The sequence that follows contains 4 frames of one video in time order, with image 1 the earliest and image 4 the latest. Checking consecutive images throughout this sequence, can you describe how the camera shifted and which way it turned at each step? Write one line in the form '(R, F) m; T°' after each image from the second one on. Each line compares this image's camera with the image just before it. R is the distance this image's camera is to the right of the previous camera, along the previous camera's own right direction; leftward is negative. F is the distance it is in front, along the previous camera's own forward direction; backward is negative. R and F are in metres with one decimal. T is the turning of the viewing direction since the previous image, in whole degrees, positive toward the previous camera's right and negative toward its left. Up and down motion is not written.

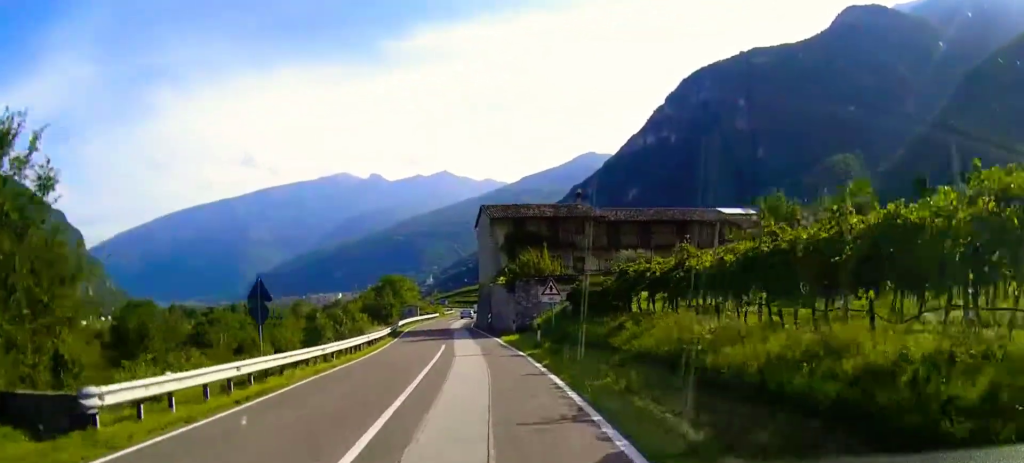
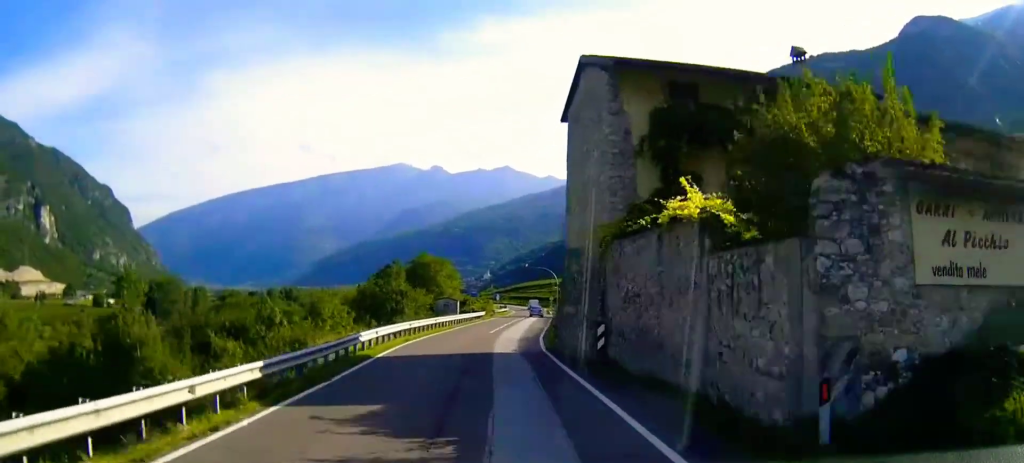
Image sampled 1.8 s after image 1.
(-1.1, +38.5) m; -3°
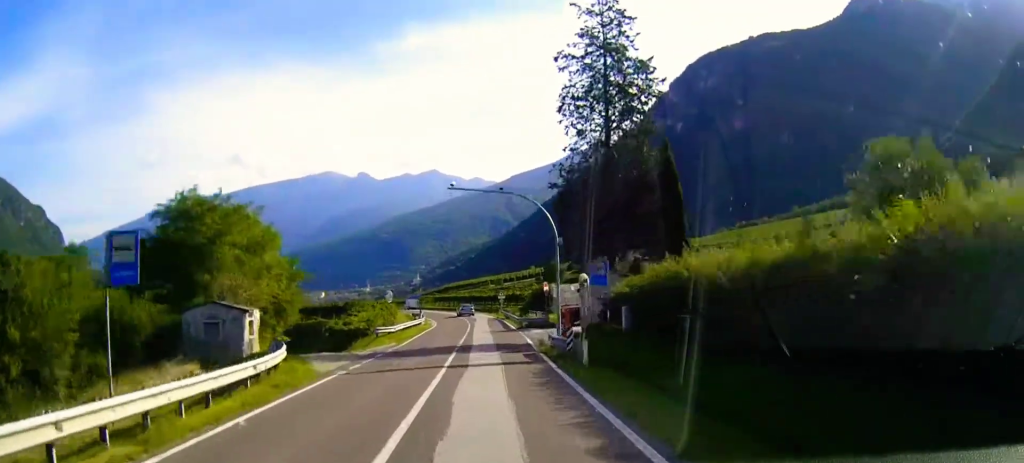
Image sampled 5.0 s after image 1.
(+2.0, +65.7) m; +4°
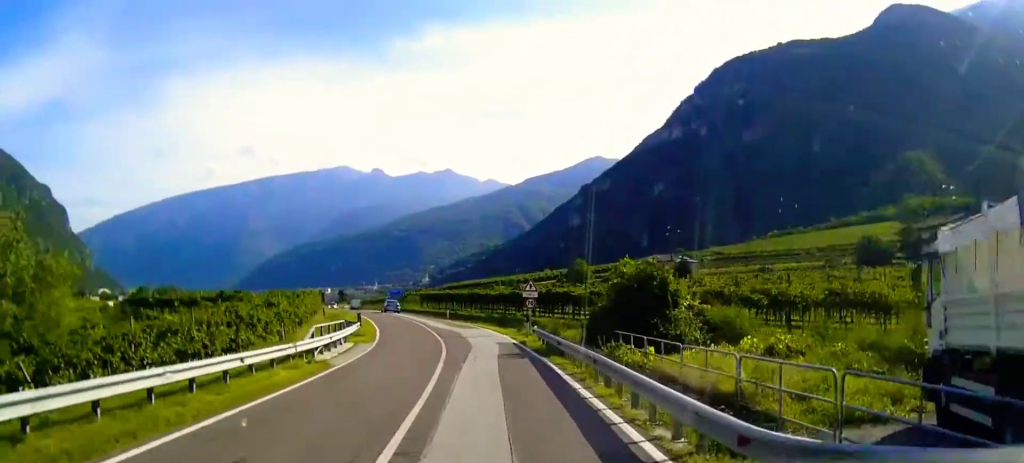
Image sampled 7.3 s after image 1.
(-0.1, +46.4) m; -1°
